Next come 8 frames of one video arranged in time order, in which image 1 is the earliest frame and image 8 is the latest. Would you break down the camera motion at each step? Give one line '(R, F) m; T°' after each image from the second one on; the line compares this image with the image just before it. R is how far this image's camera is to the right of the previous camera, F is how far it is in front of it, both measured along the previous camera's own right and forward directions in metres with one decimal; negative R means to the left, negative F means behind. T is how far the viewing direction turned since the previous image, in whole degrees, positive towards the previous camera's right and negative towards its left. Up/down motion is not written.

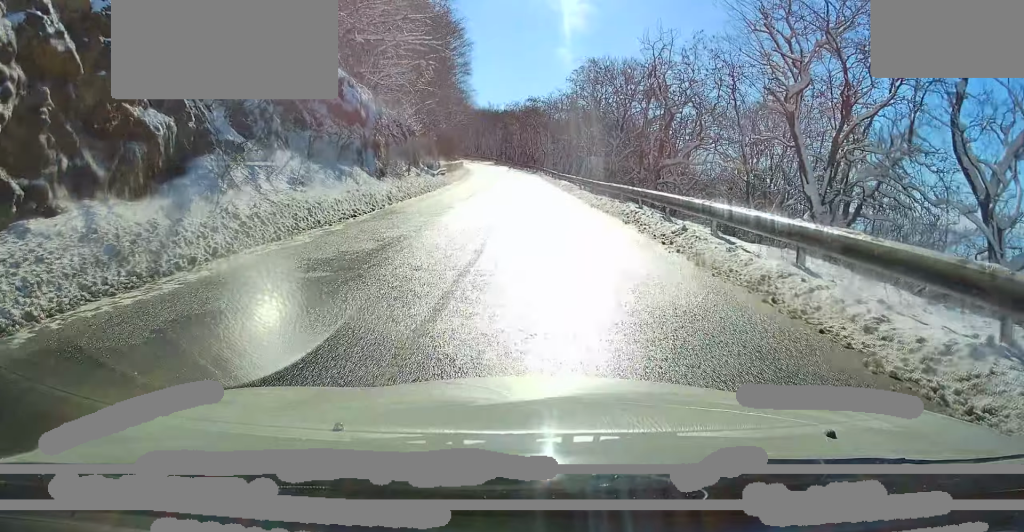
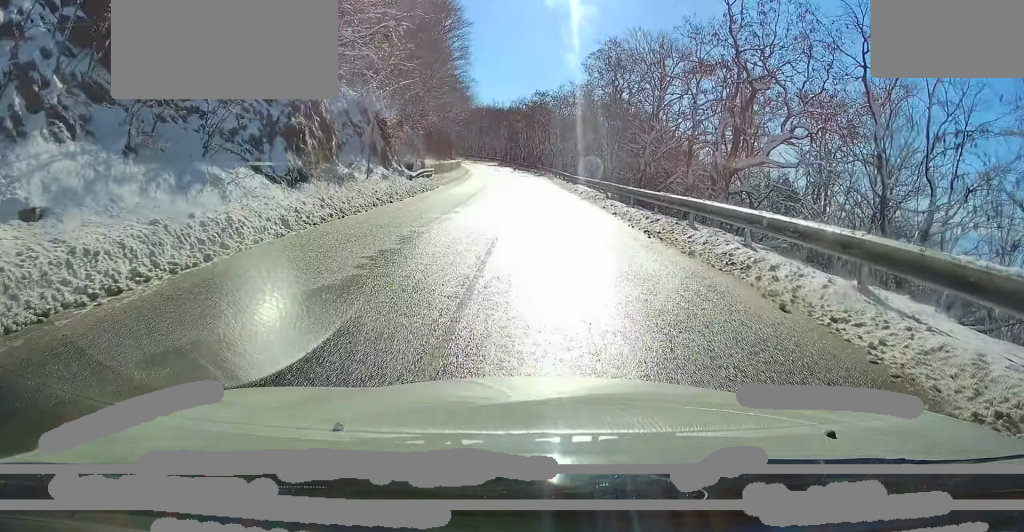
(-0.2, +9.5) m; 0°
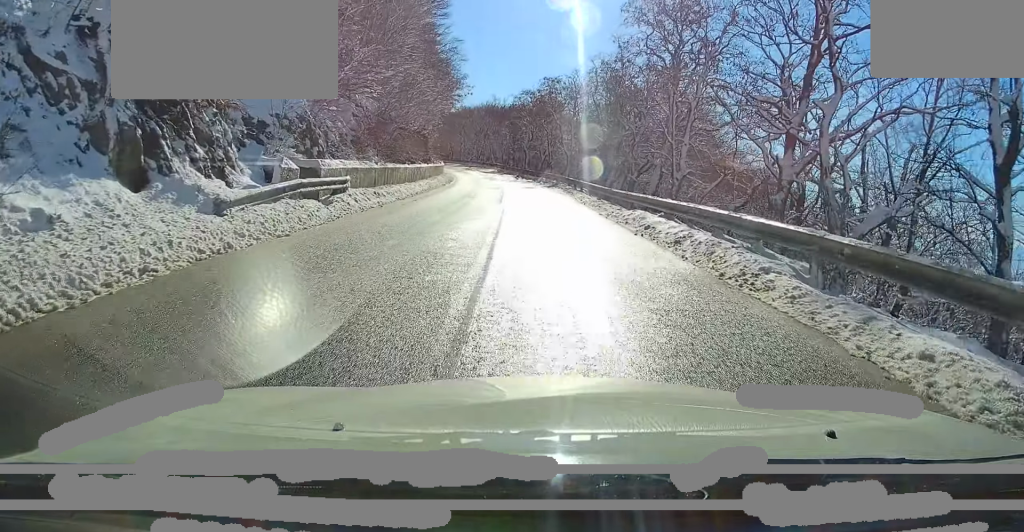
(0.0, +18.4) m; 0°
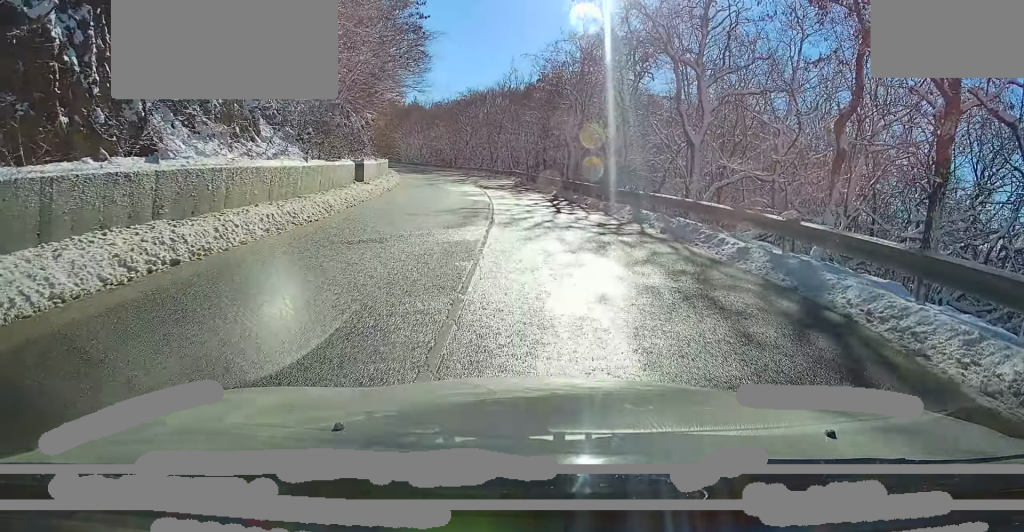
(-1.0, +40.4) m; -3°
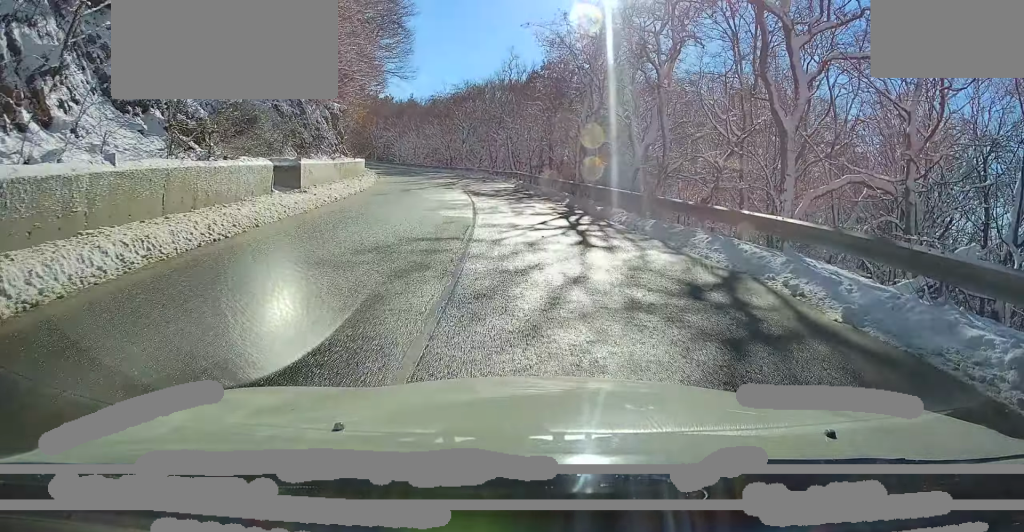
(-0.1, +8.6) m; -1°
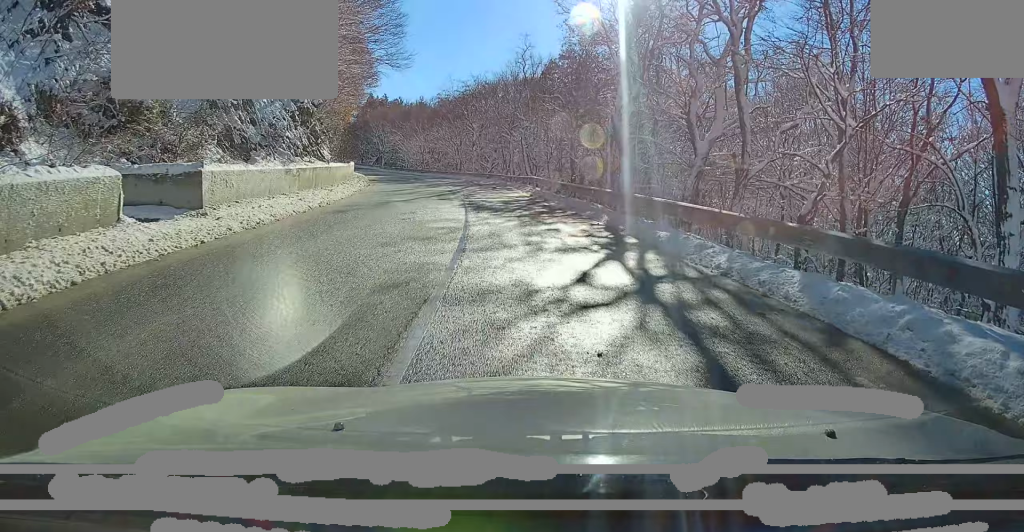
(-0.1, +7.5) m; -1°
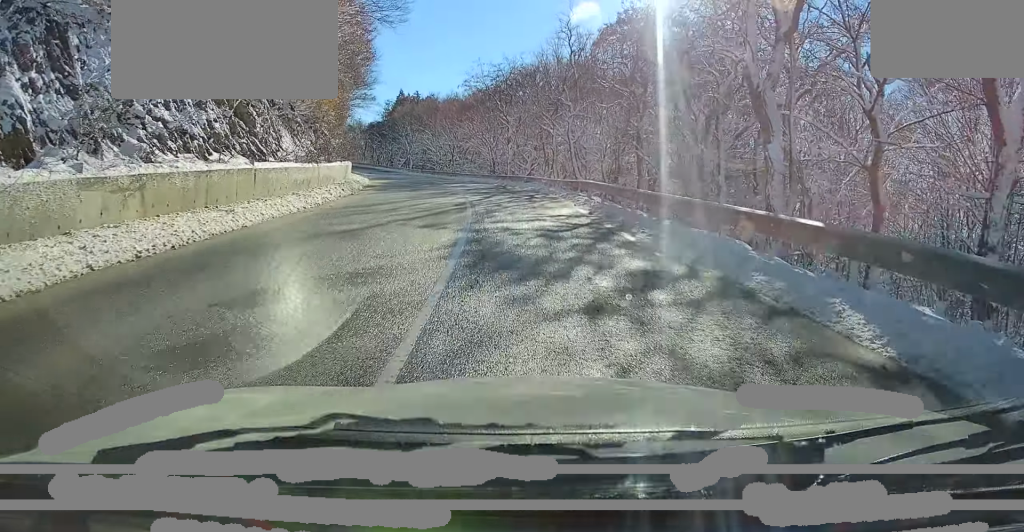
(-0.1, +11.9) m; -2°
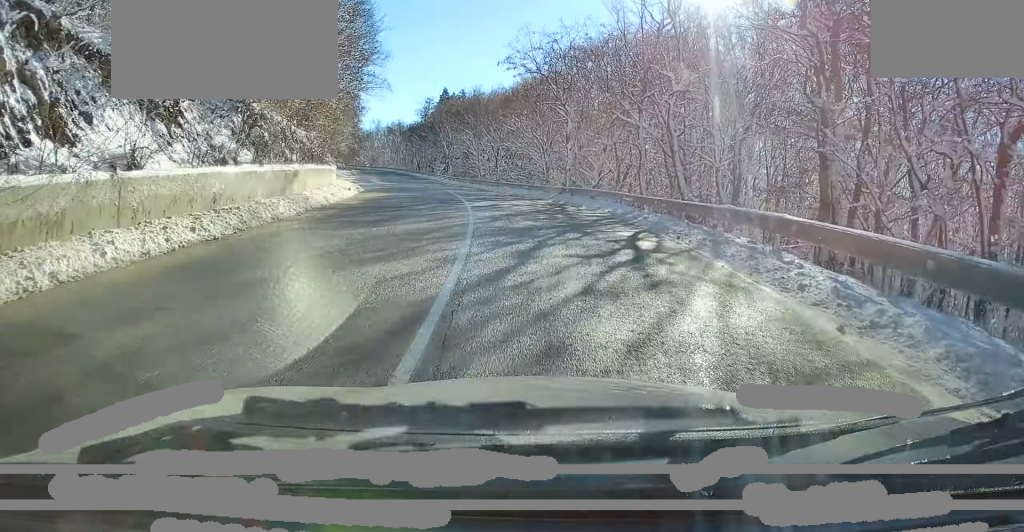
(-0.5, +15.5) m; -6°
